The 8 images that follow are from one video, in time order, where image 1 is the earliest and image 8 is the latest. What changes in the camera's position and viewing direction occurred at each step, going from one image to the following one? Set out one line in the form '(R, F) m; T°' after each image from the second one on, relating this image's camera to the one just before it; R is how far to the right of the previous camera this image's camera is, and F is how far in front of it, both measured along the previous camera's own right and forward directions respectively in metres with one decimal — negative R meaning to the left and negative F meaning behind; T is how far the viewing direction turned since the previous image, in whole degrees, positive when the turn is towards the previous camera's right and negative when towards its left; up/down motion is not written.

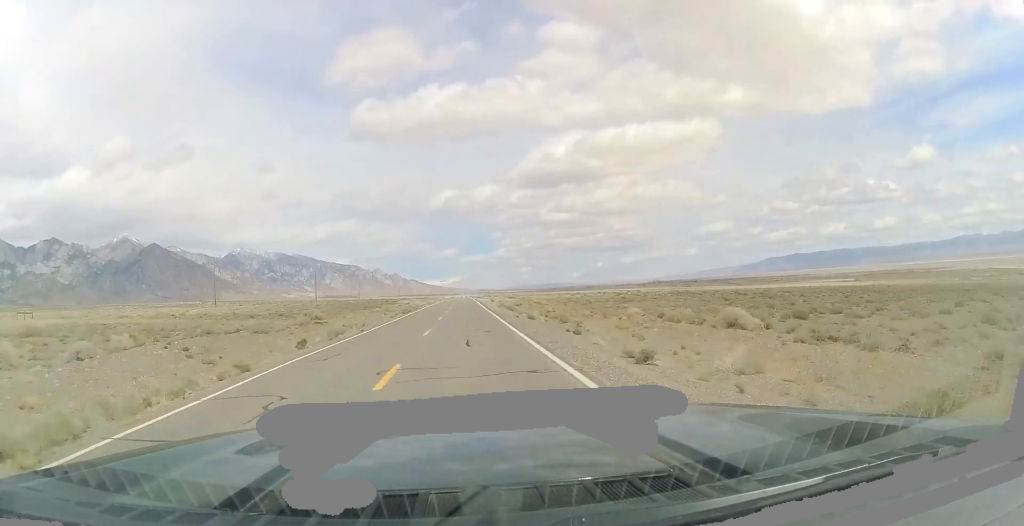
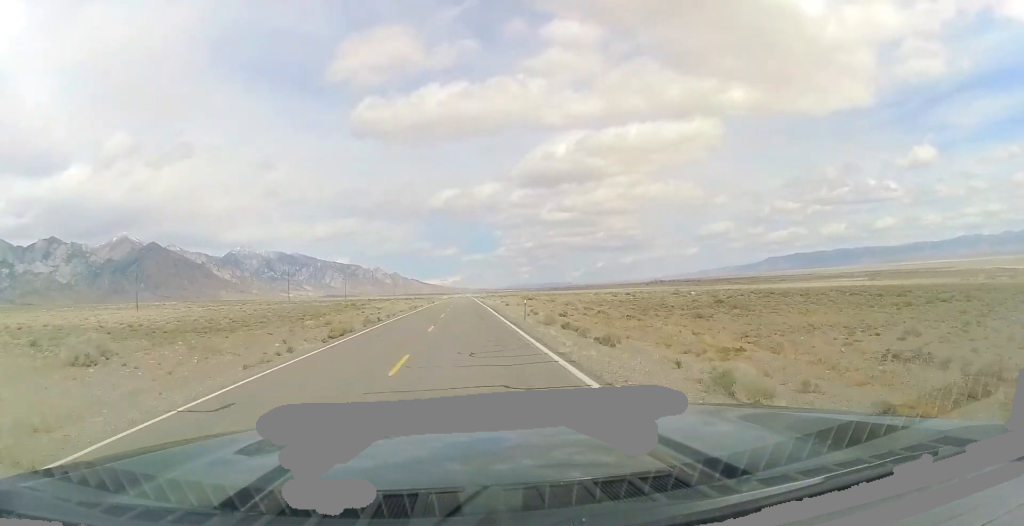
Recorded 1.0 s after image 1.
(-0.2, +34.8) m; 0°
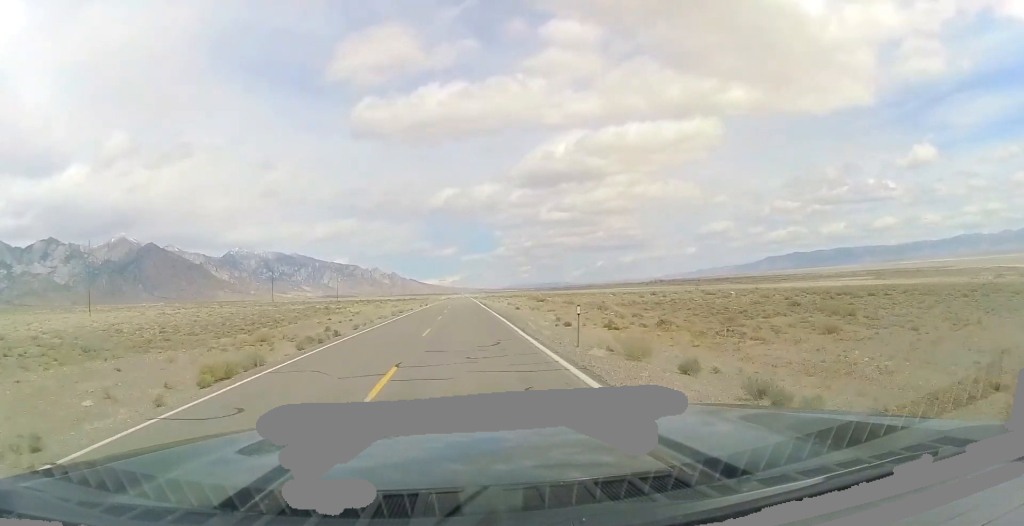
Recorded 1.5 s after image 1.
(-0.3, +14.6) m; 0°
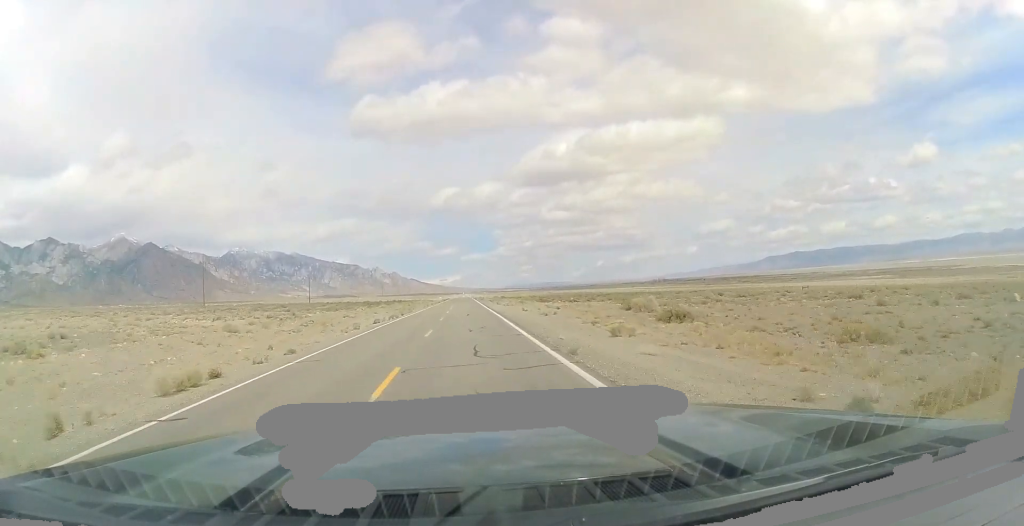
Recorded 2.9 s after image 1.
(+1.0, +48.5) m; +1°
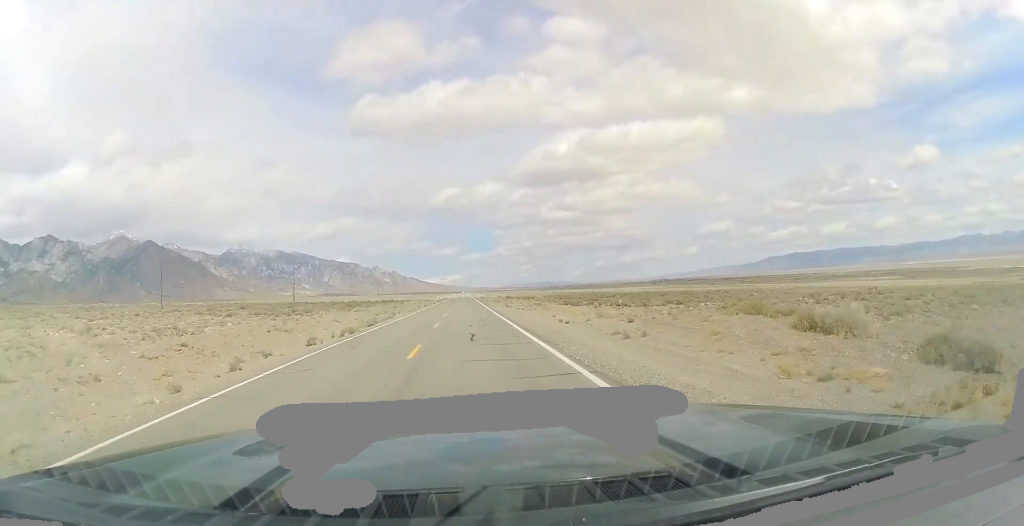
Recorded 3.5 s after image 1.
(0.0, +19.1) m; 0°
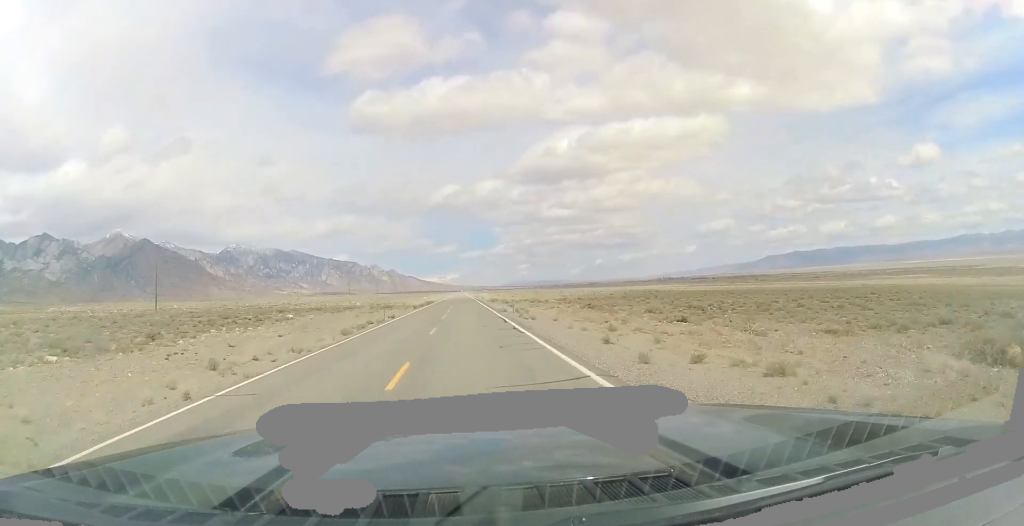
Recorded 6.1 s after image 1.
(-0.7, +89.3) m; 0°
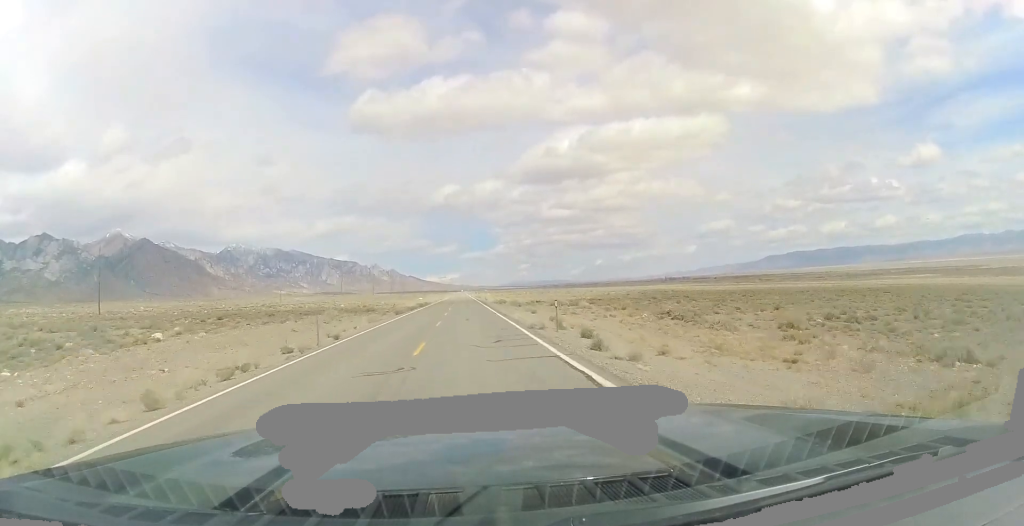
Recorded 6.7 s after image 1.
(0.0, +19.3) m; 0°
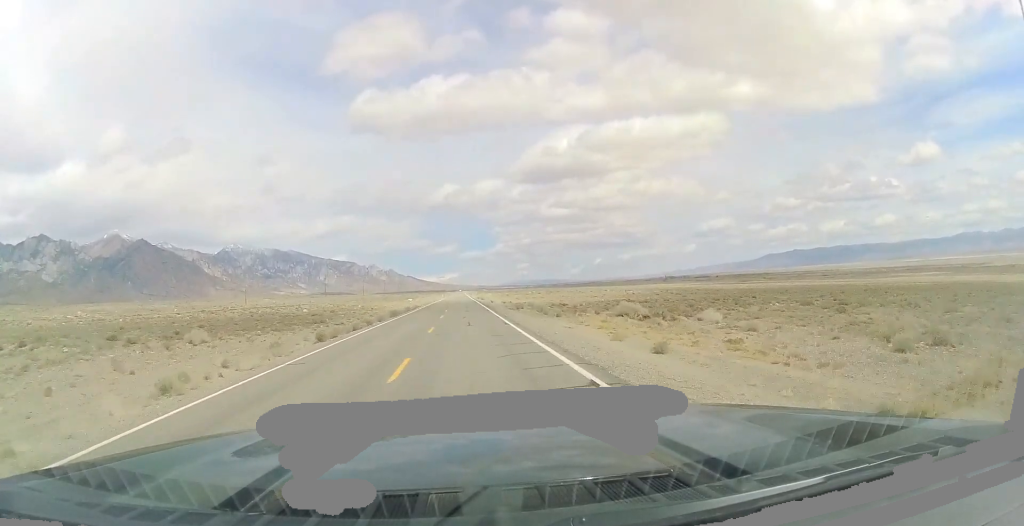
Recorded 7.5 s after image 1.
(0.0, +28.4) m; 0°
